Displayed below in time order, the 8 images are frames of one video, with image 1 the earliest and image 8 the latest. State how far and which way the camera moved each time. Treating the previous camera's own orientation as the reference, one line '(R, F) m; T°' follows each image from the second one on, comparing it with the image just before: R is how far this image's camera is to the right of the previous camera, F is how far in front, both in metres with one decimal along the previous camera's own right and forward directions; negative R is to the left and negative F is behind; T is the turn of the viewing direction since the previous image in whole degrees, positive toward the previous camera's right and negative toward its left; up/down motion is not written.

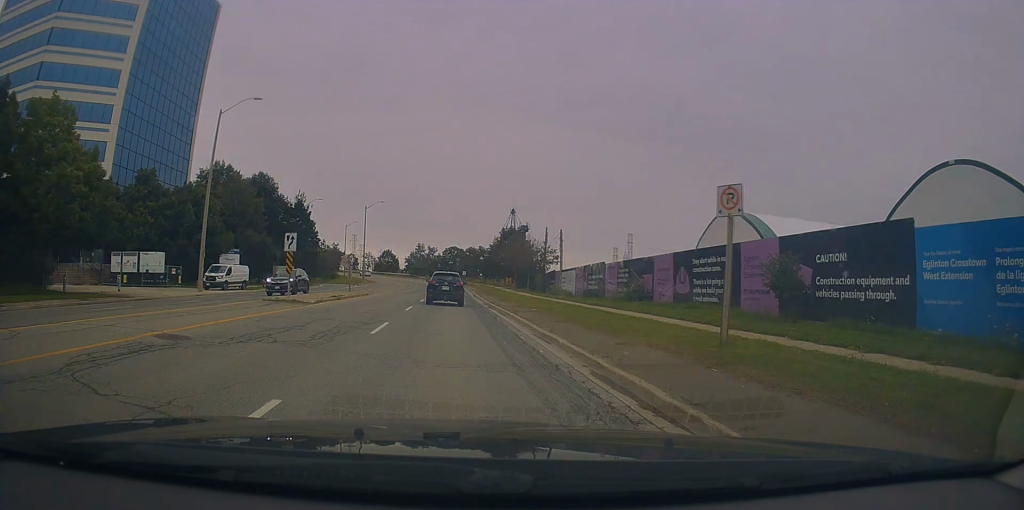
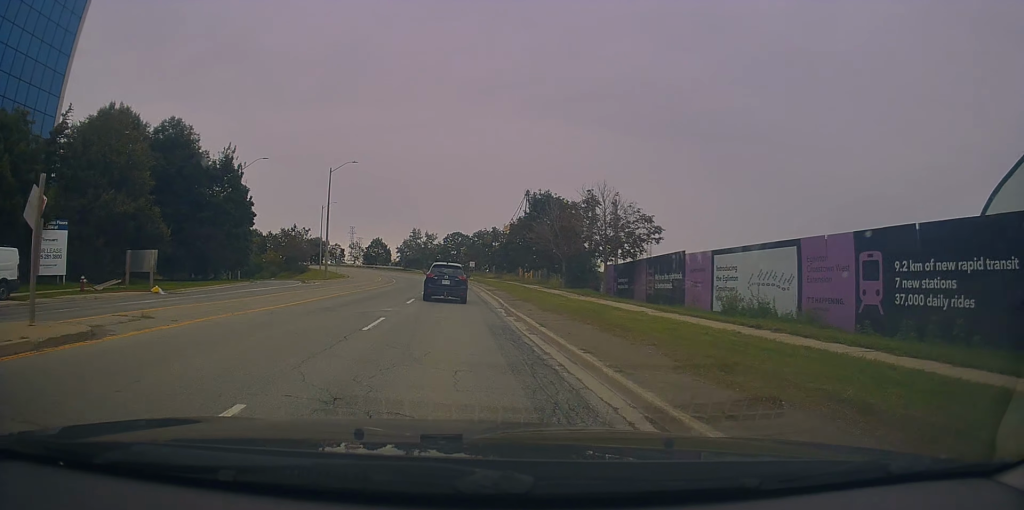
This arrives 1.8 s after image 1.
(+0.5, +29.5) m; +1°
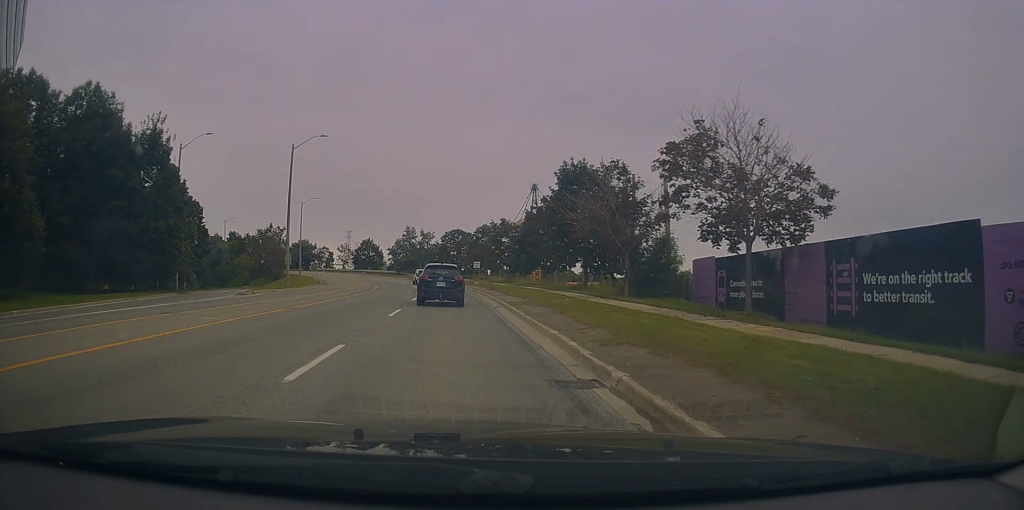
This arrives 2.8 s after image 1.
(-0.3, +15.6) m; -2°
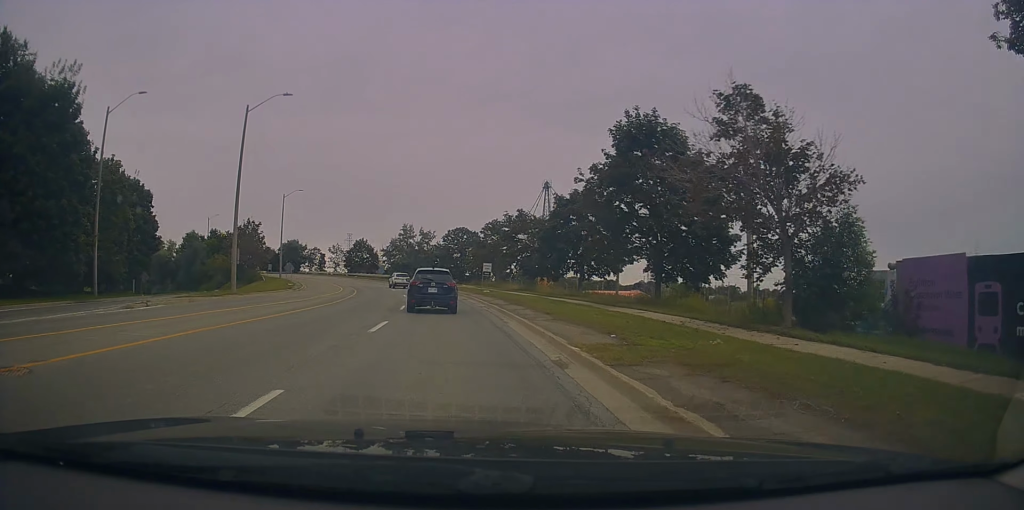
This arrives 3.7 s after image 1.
(-0.4, +13.6) m; -1°
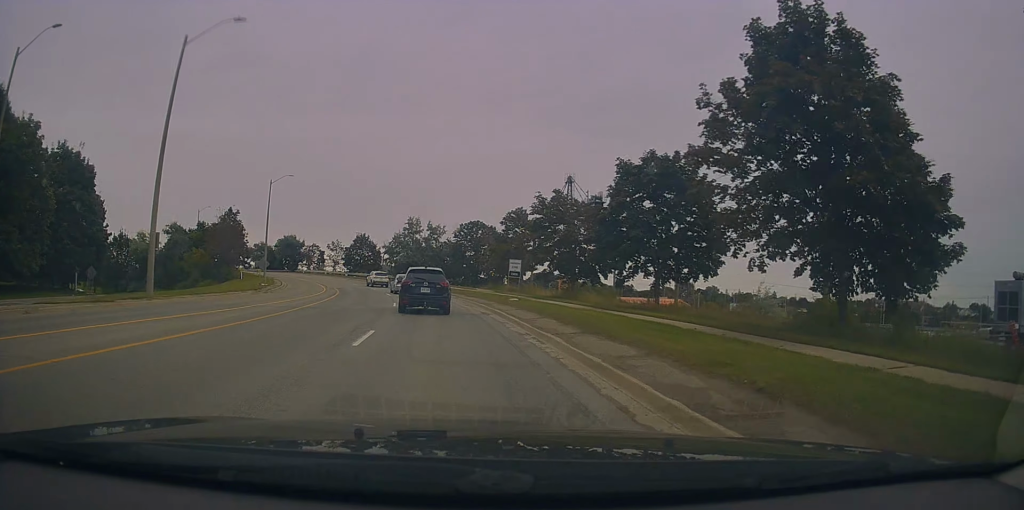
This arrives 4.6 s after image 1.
(+0.3, +12.6) m; 0°
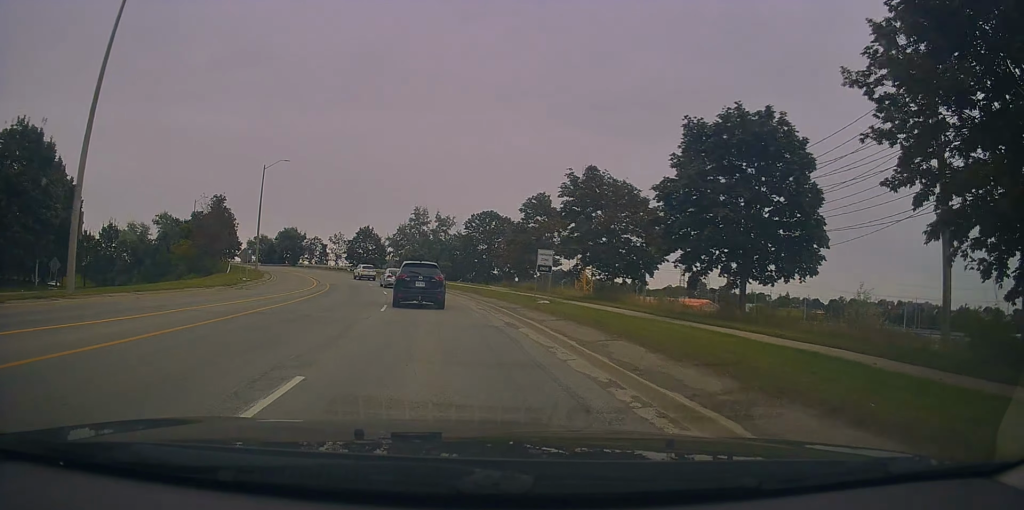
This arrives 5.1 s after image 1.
(0.0, +7.1) m; -1°
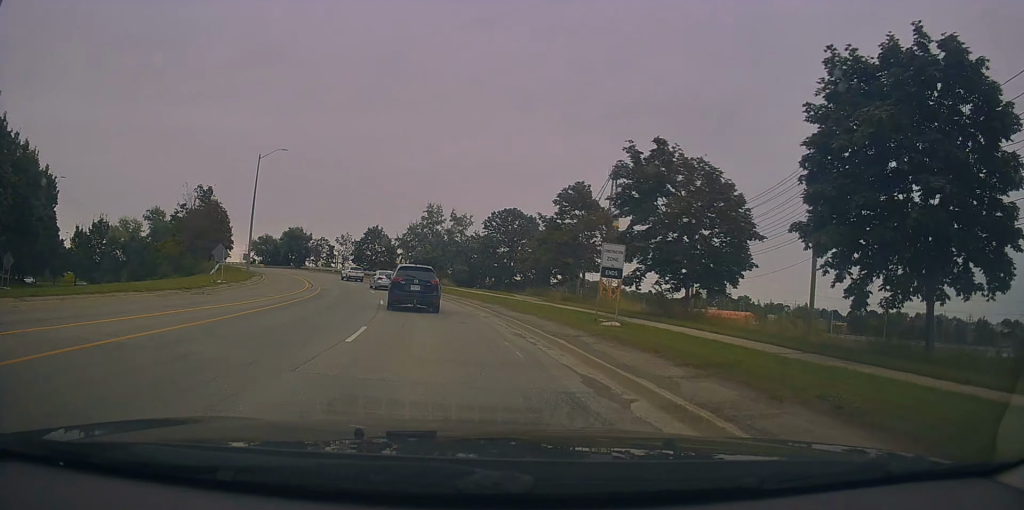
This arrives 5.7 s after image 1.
(-0.1, +7.9) m; -2°
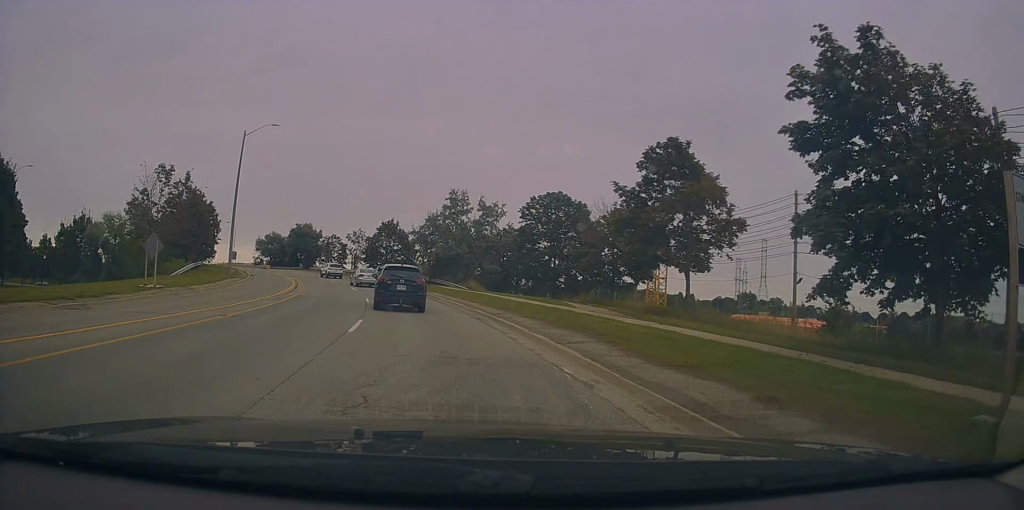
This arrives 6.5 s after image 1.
(-0.3, +12.0) m; -3°
